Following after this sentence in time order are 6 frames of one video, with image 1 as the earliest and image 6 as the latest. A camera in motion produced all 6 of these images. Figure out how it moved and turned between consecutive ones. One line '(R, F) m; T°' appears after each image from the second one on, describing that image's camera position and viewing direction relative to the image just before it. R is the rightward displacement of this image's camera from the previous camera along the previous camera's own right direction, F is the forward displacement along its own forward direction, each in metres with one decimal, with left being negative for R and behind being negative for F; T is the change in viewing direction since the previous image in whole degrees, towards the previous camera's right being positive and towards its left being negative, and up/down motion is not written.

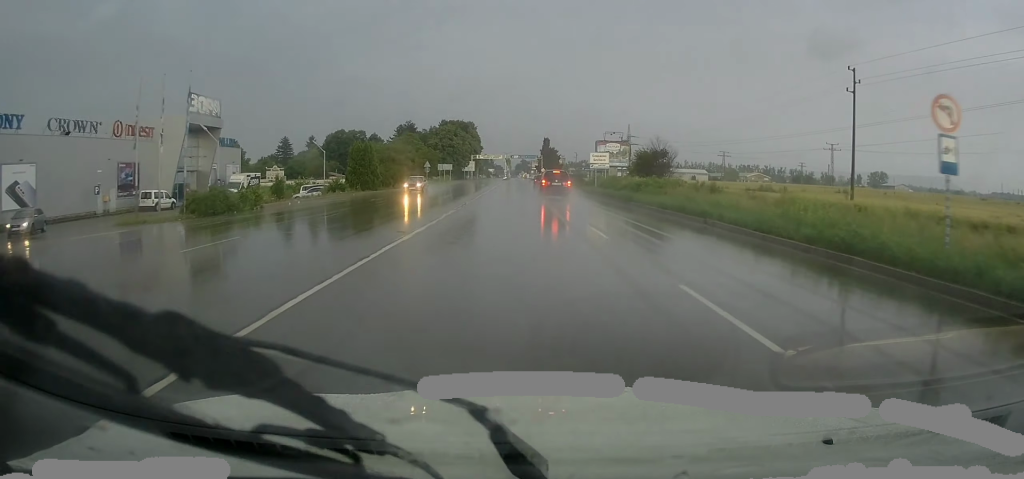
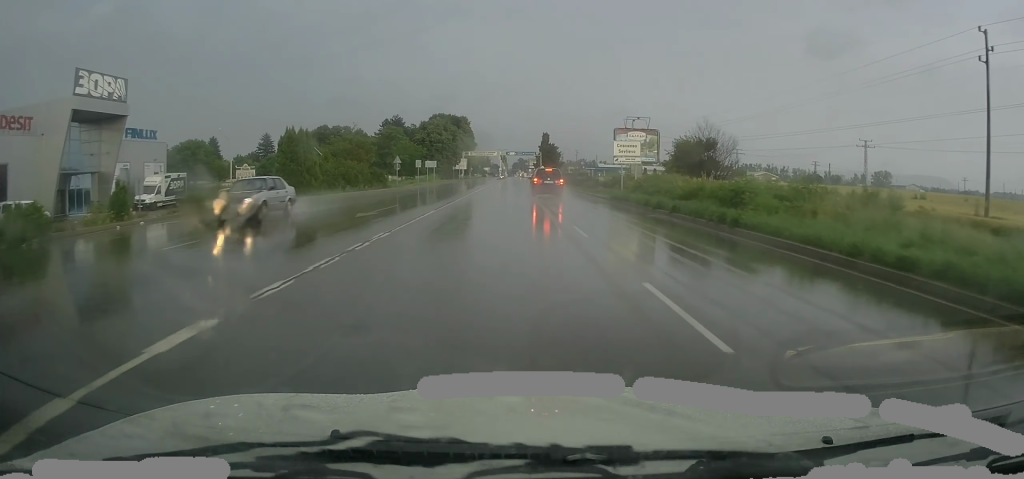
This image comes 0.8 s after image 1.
(-0.2, +17.7) m; +1°
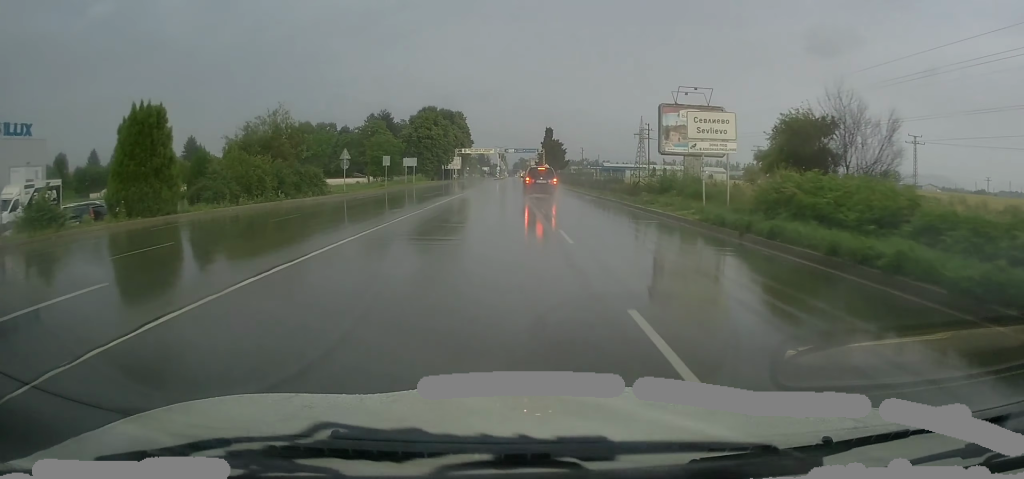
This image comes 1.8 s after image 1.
(+0.4, +19.3) m; +1°
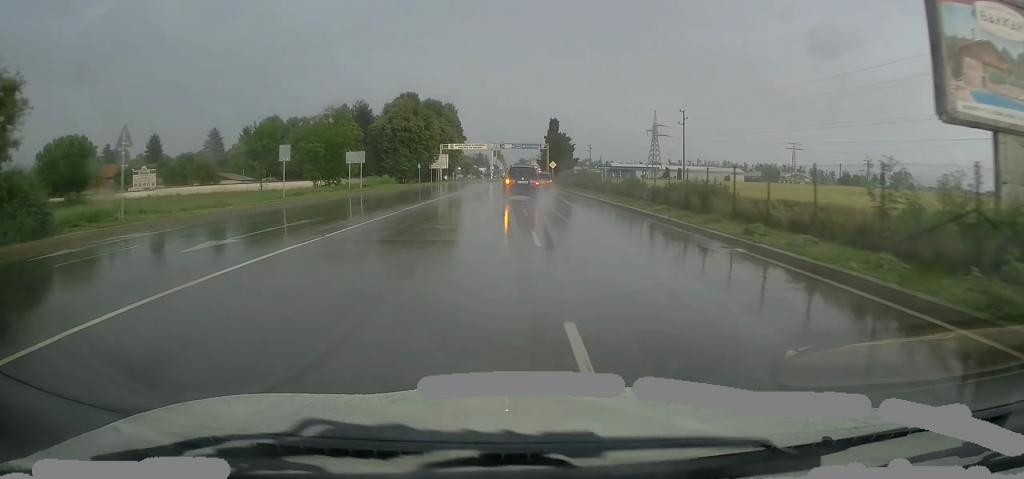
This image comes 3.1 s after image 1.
(-0.3, +27.2) m; -1°
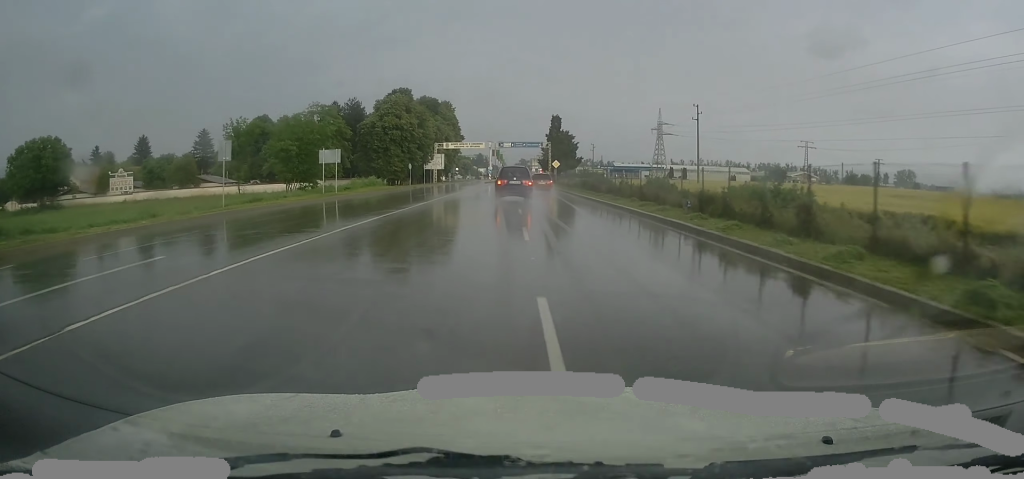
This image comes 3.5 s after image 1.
(+0.1, +7.8) m; 0°
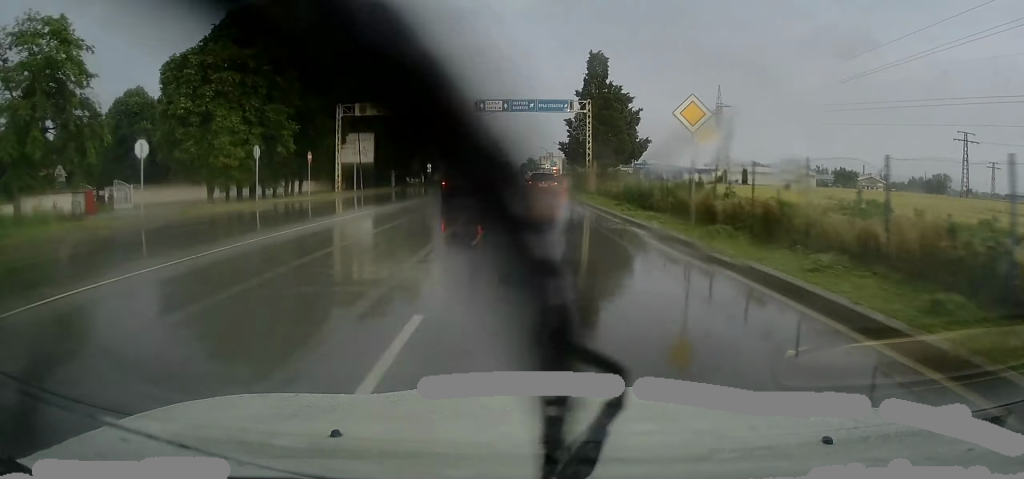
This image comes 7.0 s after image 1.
(+0.6, +63.0) m; -1°
